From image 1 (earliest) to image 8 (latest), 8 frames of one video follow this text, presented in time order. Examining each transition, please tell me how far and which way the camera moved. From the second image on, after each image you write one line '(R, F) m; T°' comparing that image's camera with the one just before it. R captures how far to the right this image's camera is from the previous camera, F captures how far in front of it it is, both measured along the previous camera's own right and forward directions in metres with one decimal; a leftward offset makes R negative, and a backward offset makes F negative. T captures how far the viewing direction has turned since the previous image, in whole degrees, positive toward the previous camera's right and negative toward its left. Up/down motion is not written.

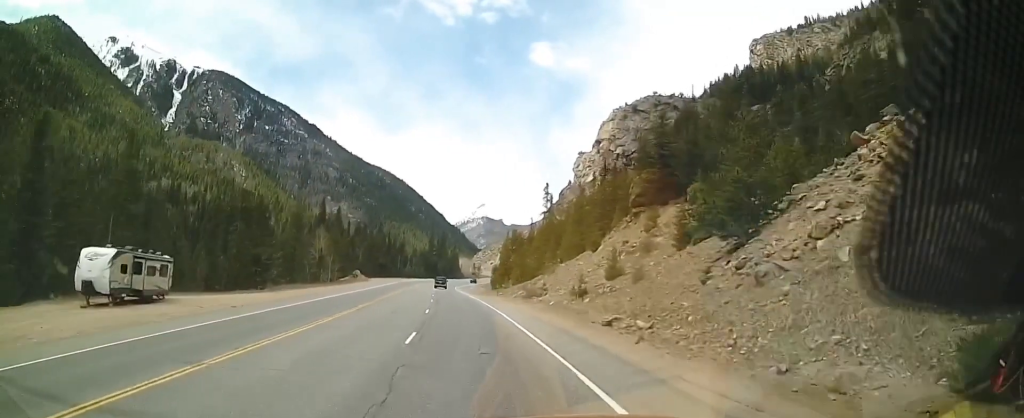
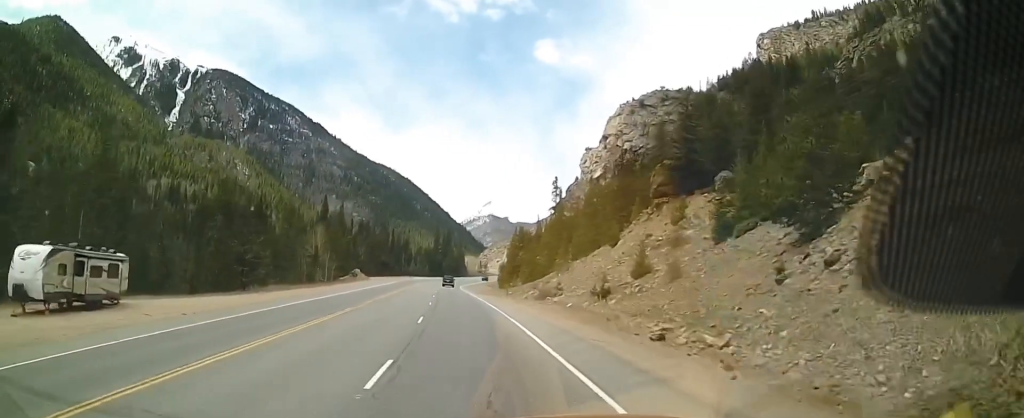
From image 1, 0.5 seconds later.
(-0.2, +6.2) m; 0°
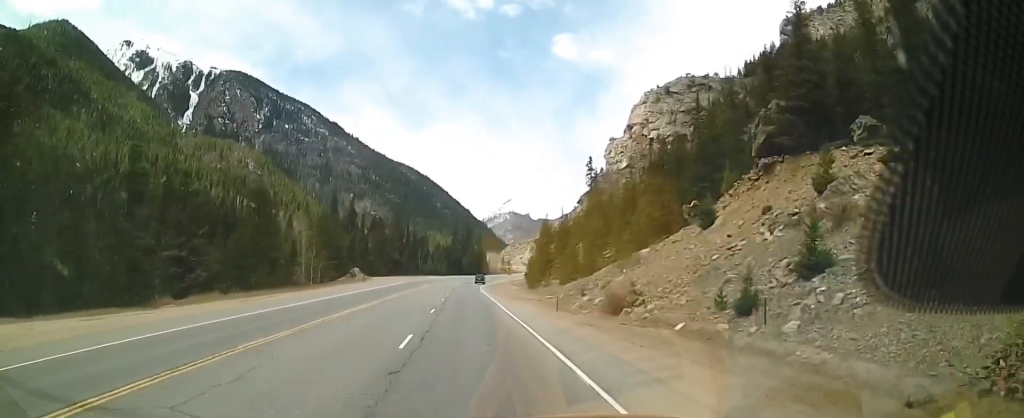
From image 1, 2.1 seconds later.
(+0.2, +19.7) m; -1°
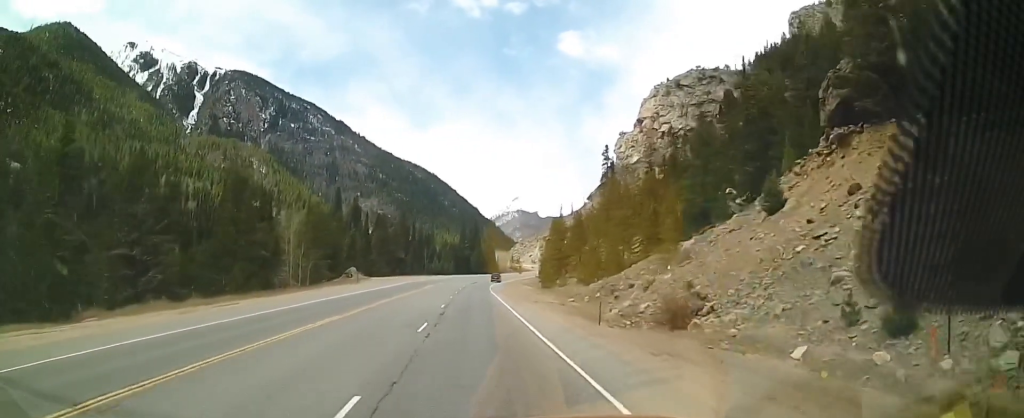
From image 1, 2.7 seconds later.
(-0.5, +8.6) m; -2°
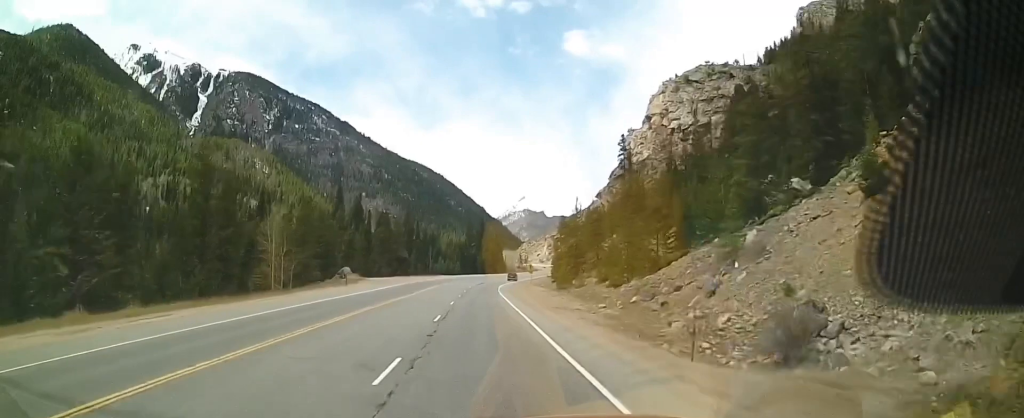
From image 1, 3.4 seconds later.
(-0.2, +8.7) m; -1°
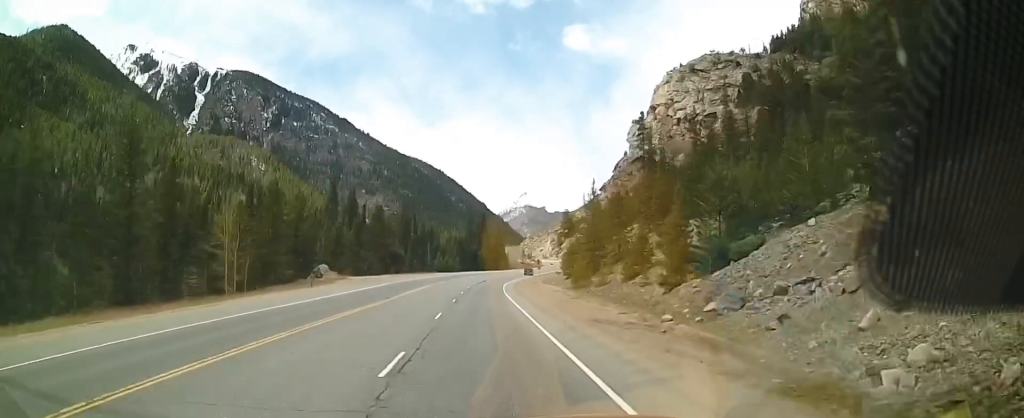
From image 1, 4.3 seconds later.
(+0.1, +12.2) m; +1°
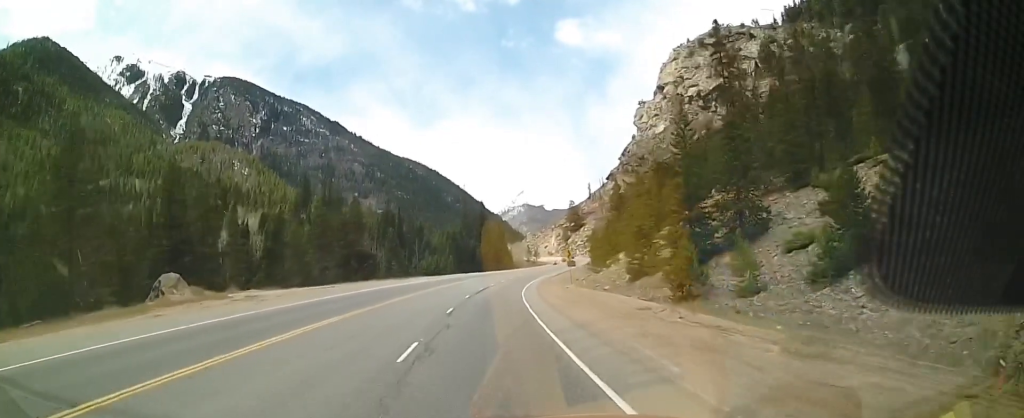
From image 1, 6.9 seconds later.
(+0.3, +34.2) m; +1°
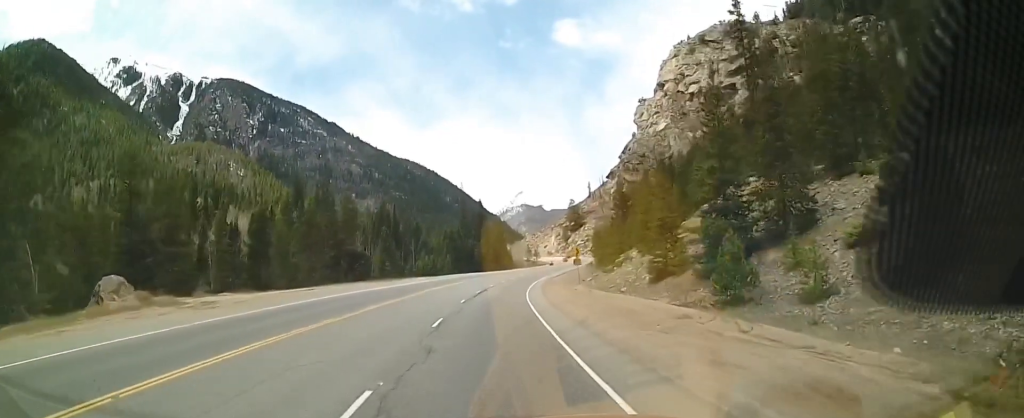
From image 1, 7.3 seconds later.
(0.0, +5.9) m; 0°
